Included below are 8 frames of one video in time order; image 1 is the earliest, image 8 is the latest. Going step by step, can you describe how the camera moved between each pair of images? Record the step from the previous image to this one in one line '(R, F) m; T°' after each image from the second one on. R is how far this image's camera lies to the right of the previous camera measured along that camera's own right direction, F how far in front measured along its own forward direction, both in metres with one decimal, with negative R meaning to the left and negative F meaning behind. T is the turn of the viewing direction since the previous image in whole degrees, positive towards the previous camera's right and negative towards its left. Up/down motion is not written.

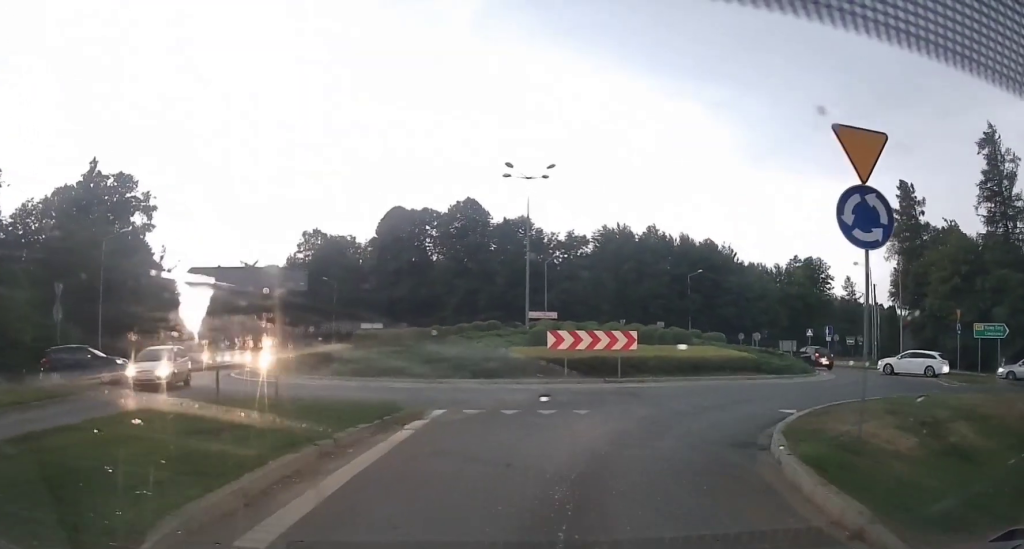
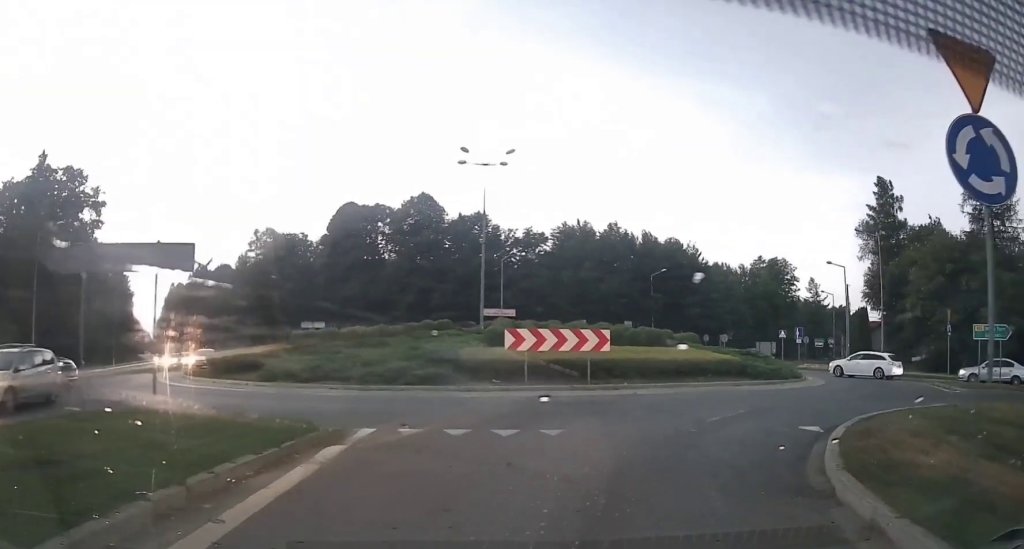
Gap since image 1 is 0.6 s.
(+0.2, +2.8) m; +8°
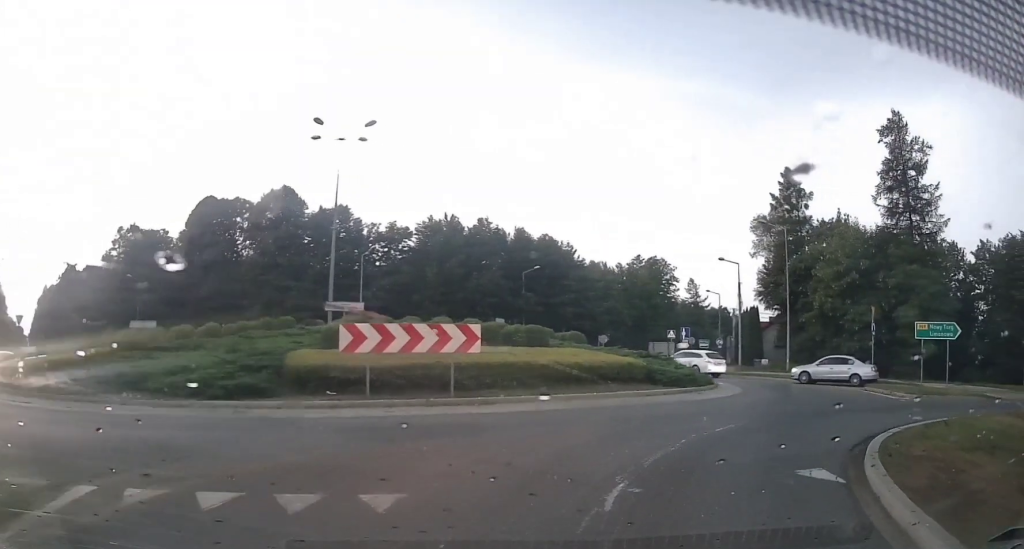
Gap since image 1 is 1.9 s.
(+0.7, +4.3) m; +17°
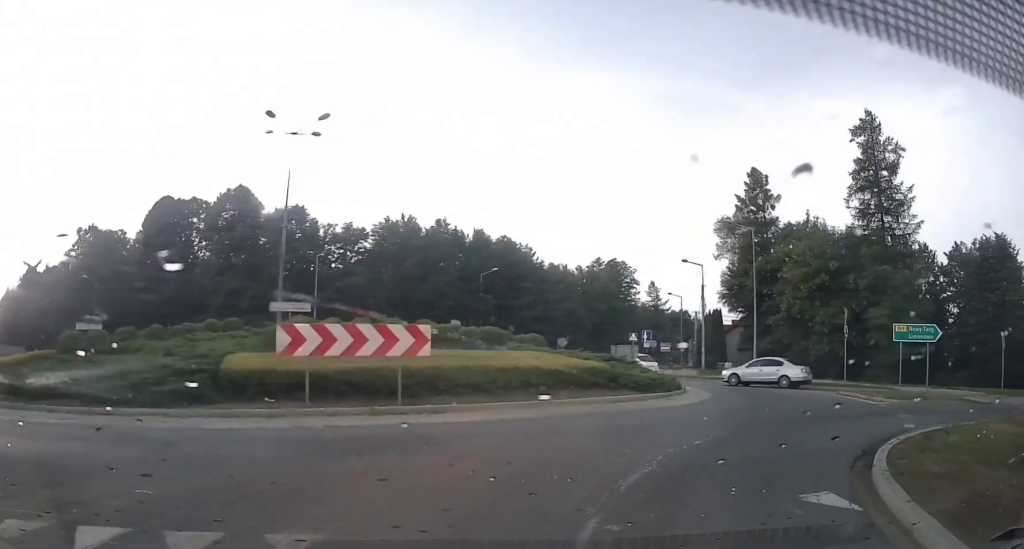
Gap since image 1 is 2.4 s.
(0.0, +1.1) m; +7°
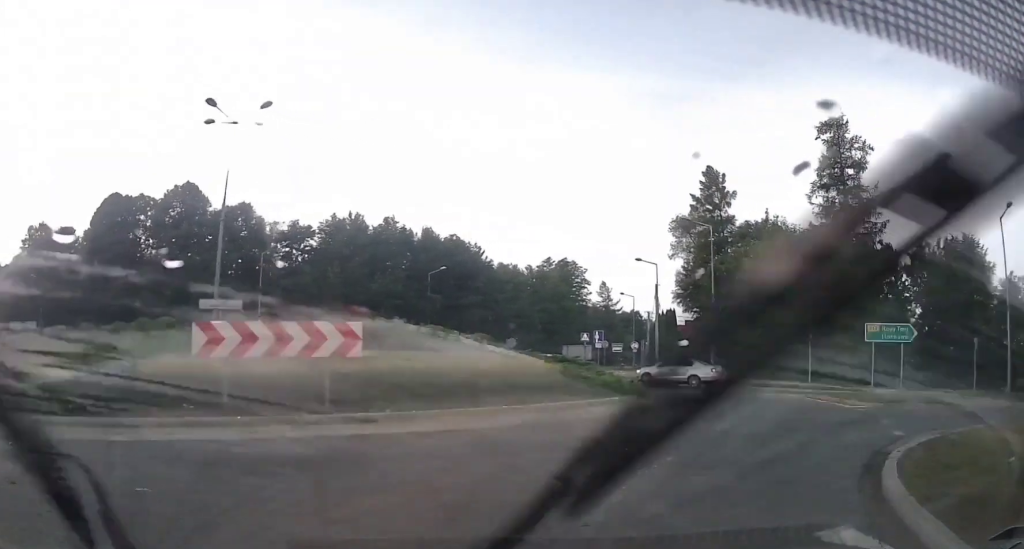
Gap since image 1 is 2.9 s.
(+0.2, +1.4) m; +4°
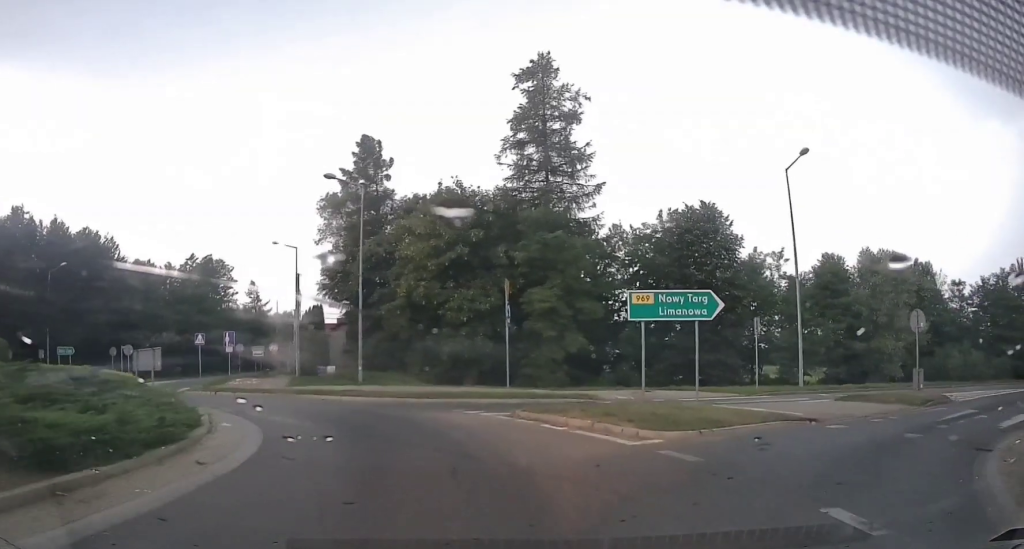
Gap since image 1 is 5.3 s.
(+1.1, +9.6) m; +6°
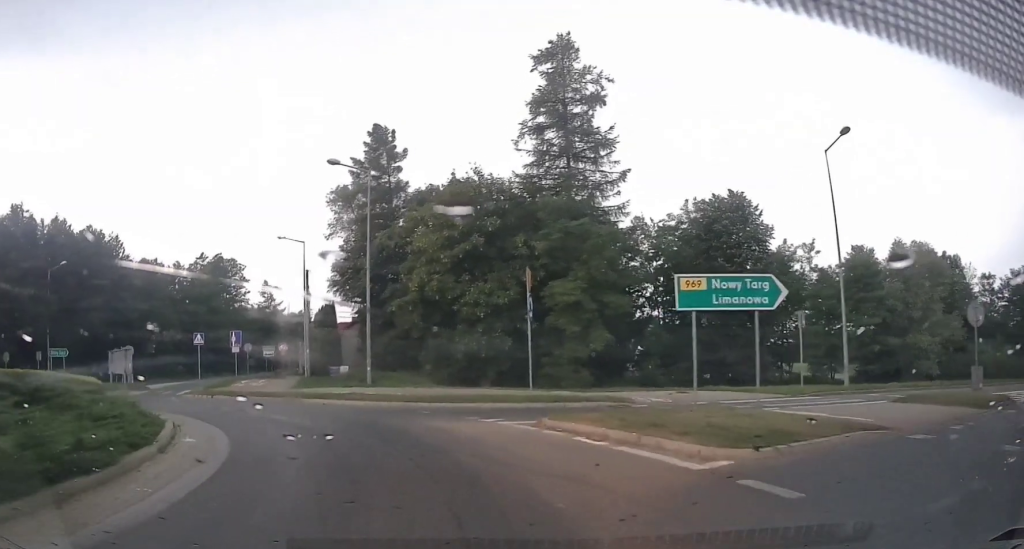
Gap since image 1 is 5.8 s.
(-0.1, +2.9) m; -2°
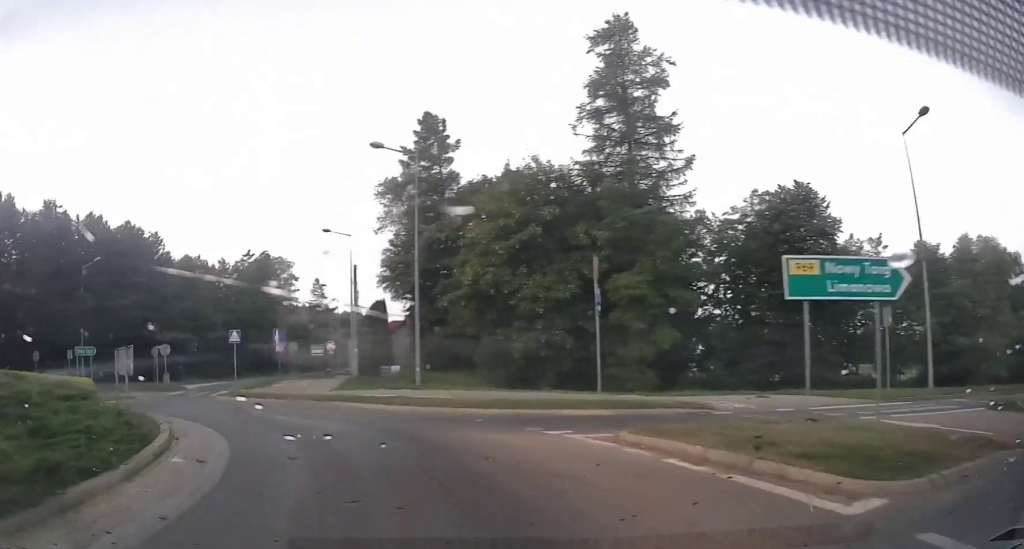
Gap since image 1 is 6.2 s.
(0.0, +2.6) m; -2°
